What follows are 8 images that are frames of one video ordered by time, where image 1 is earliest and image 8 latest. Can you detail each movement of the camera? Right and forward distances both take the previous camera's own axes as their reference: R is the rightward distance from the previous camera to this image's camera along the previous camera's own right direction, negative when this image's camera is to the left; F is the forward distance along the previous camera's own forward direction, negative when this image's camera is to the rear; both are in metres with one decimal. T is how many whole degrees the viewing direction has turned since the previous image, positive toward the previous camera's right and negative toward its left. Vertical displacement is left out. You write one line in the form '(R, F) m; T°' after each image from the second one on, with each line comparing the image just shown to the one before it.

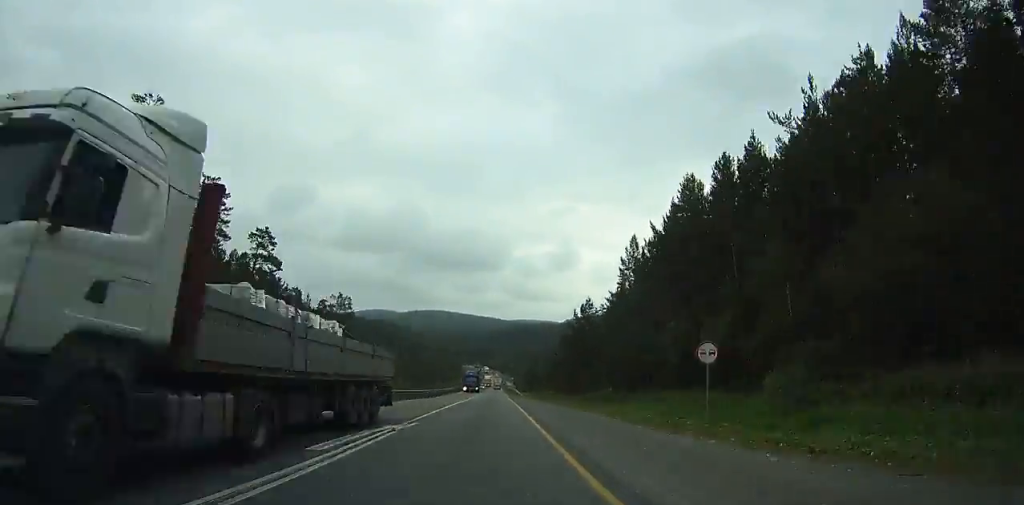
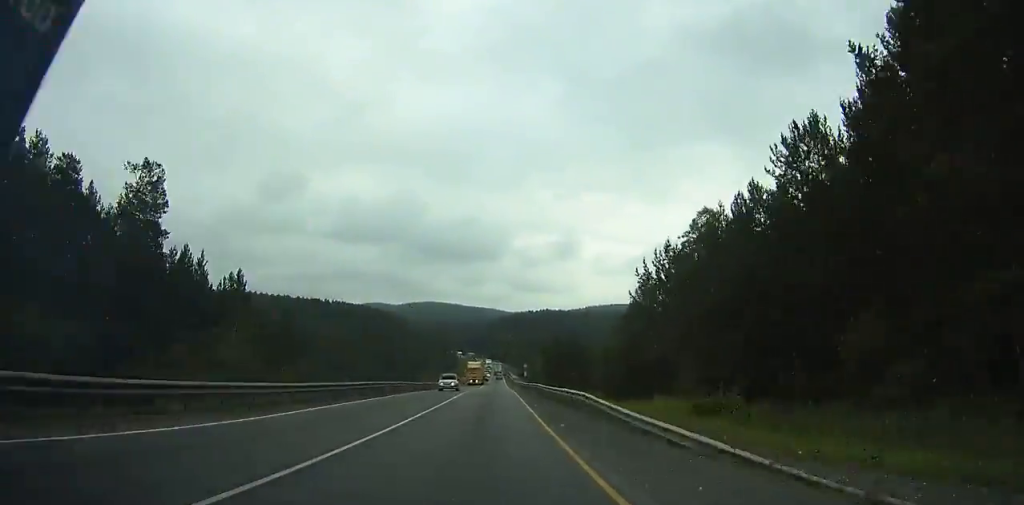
(-3.8, +74.0) m; -1°
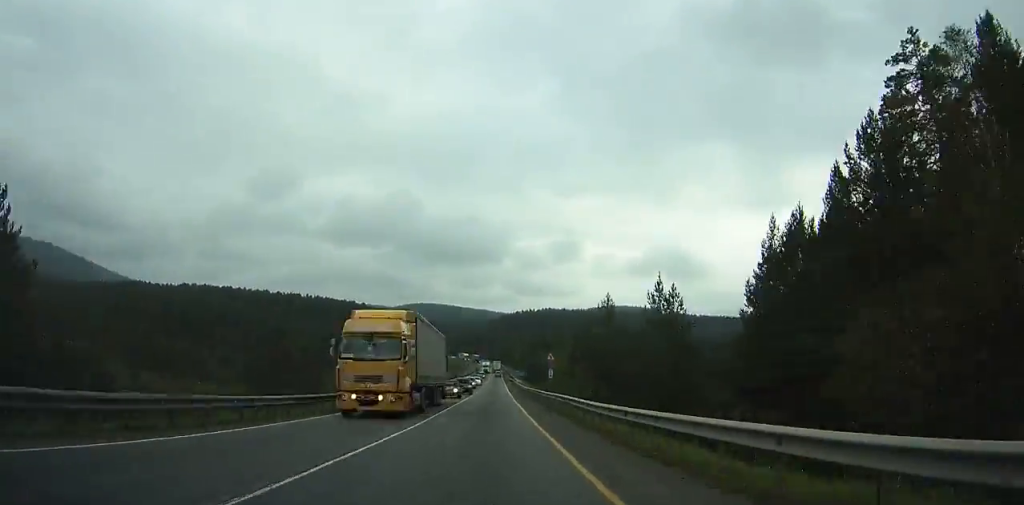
(+1.1, +51.2) m; +2°
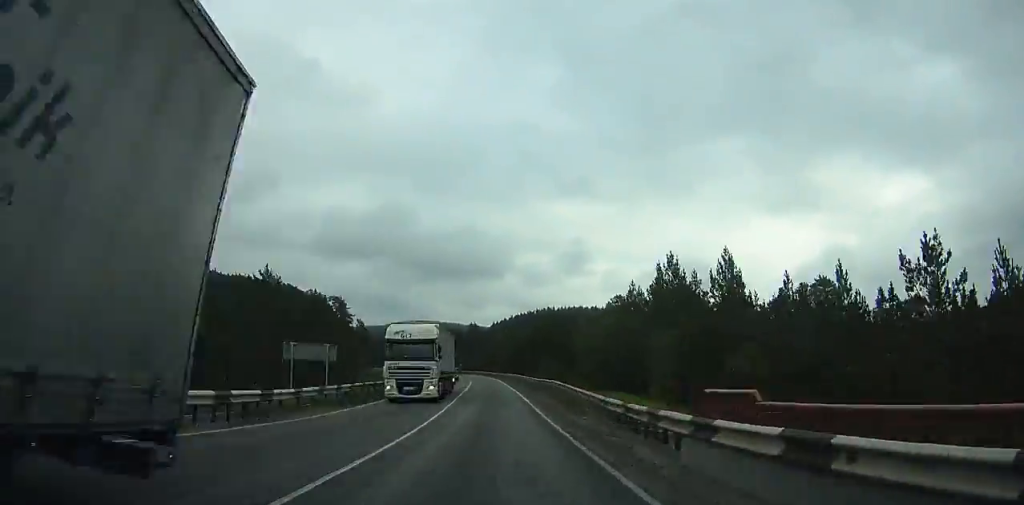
(-0.1, +196.7) m; -1°
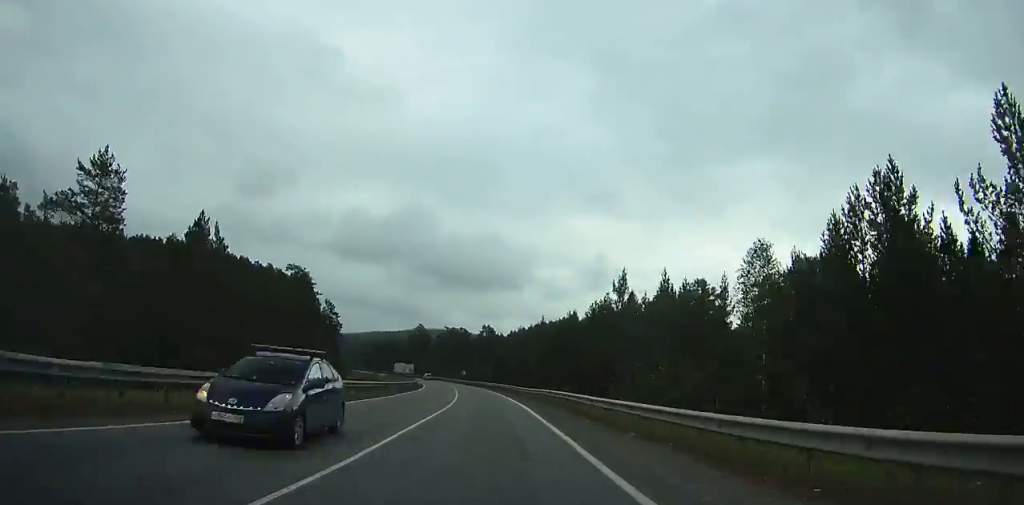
(-0.3, +44.5) m; -2°
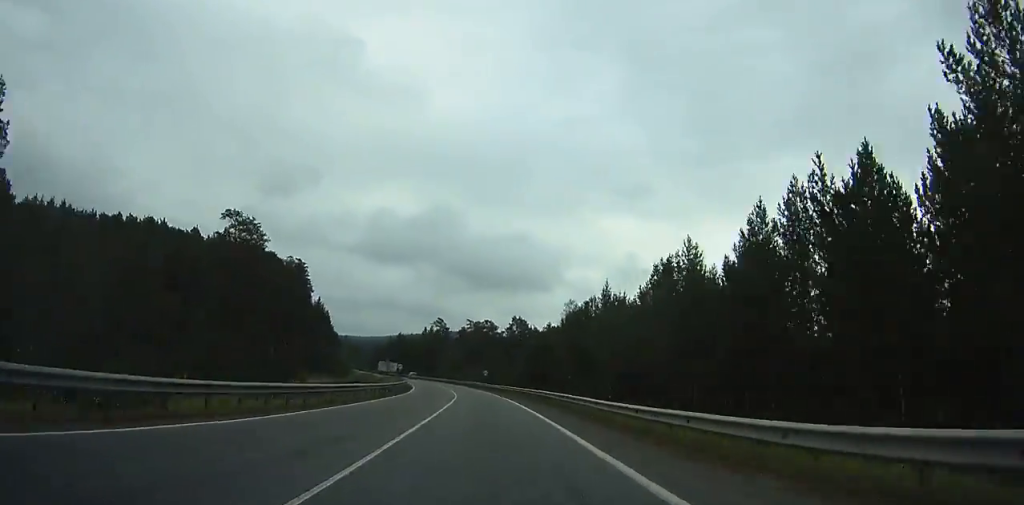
(+0.3, +37.3) m; -2°
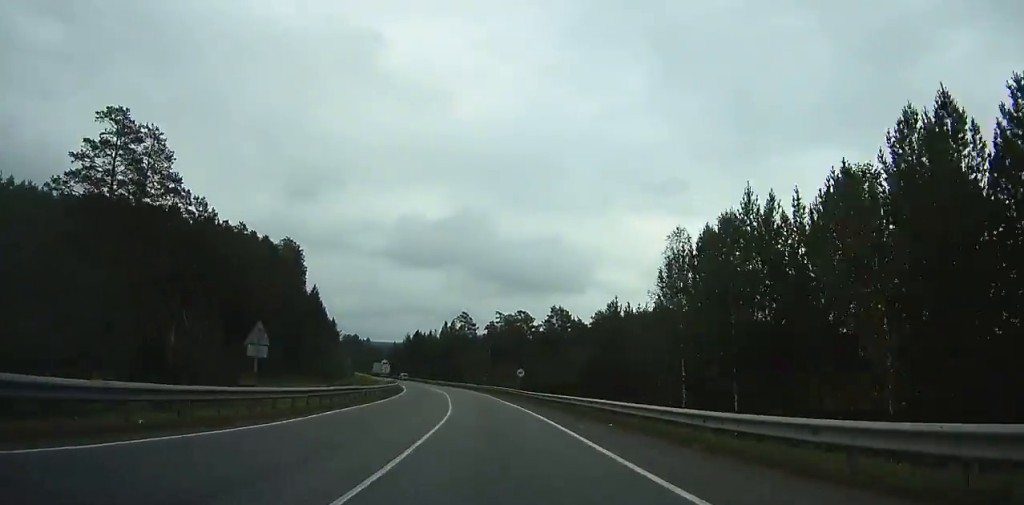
(-1.1, +32.2) m; -3°
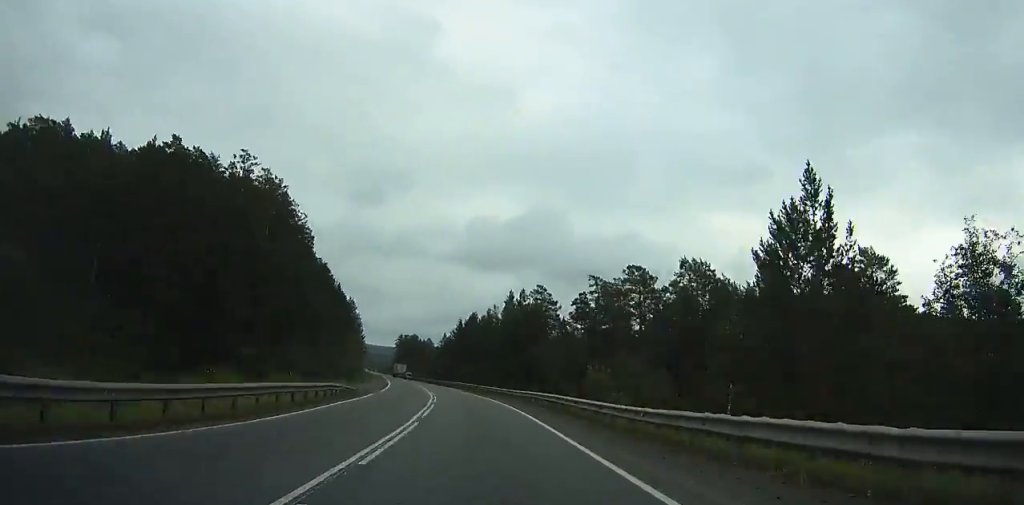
(-2.3, +57.1) m; -6°
